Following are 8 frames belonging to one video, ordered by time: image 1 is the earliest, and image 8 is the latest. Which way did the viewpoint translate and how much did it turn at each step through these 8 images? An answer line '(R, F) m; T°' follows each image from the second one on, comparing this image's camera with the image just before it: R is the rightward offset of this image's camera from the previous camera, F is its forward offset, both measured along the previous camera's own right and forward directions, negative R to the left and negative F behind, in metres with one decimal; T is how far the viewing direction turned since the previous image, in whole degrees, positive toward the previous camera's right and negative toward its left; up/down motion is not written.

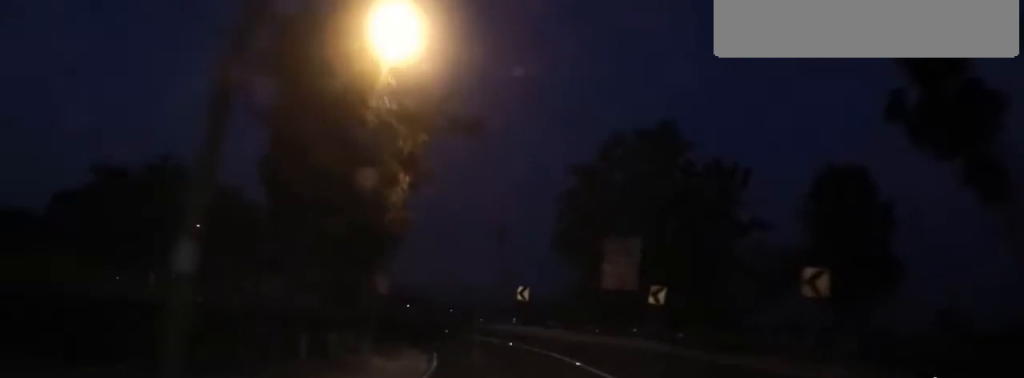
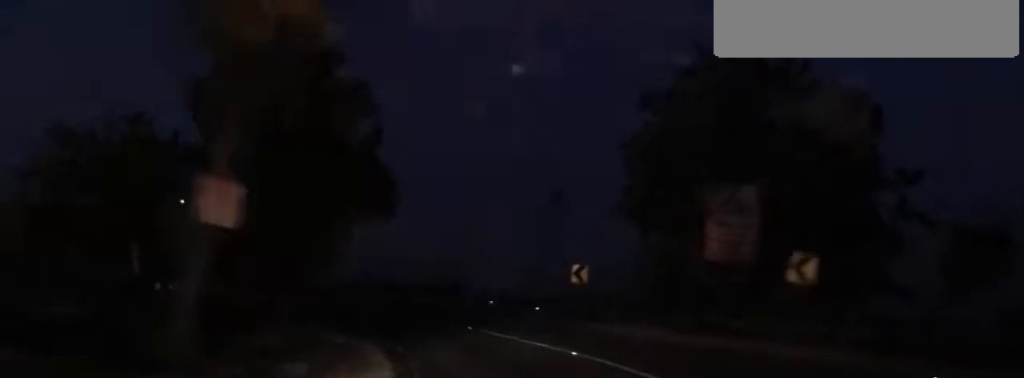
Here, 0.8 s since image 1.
(-1.1, +8.3) m; -8°
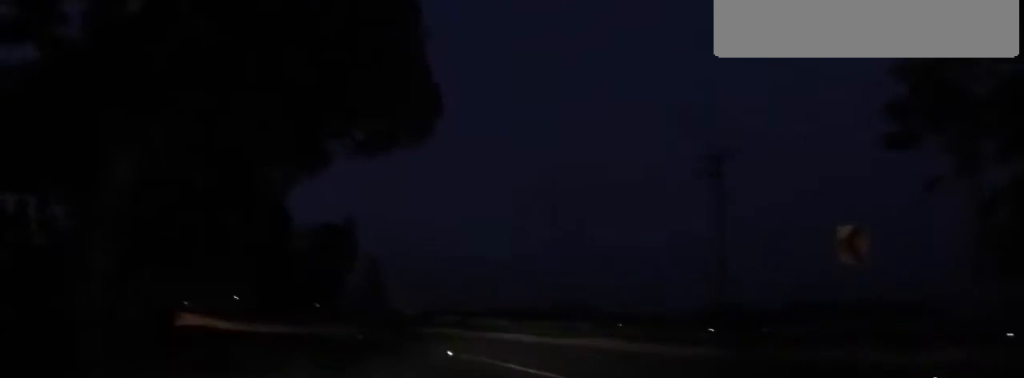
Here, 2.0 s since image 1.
(-0.3, +11.4) m; -9°
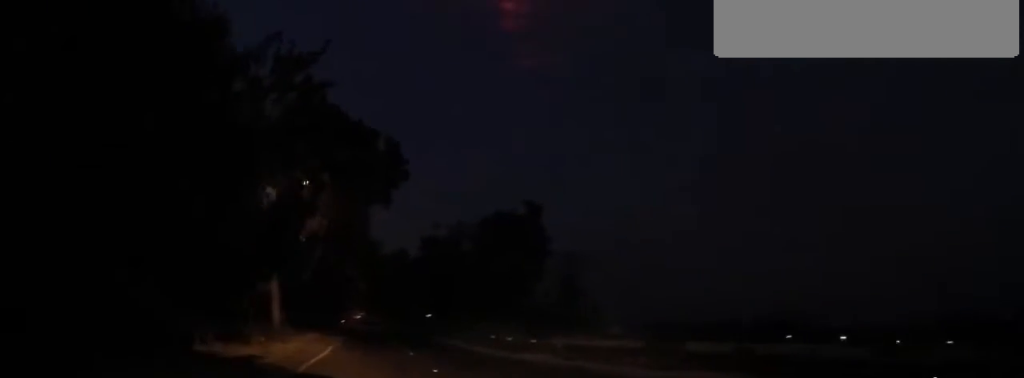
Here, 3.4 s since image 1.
(-3.1, +11.9) m; -27°
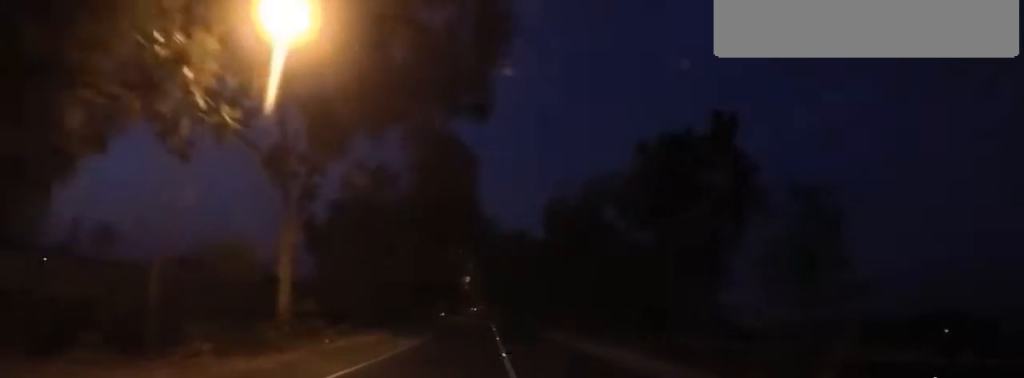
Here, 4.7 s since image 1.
(-1.1, +13.5) m; -9°
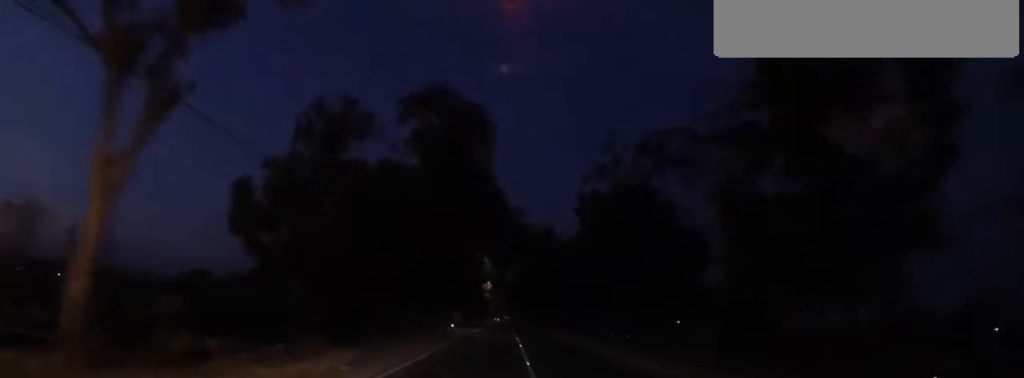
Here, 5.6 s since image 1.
(-0.6, +9.7) m; -3°
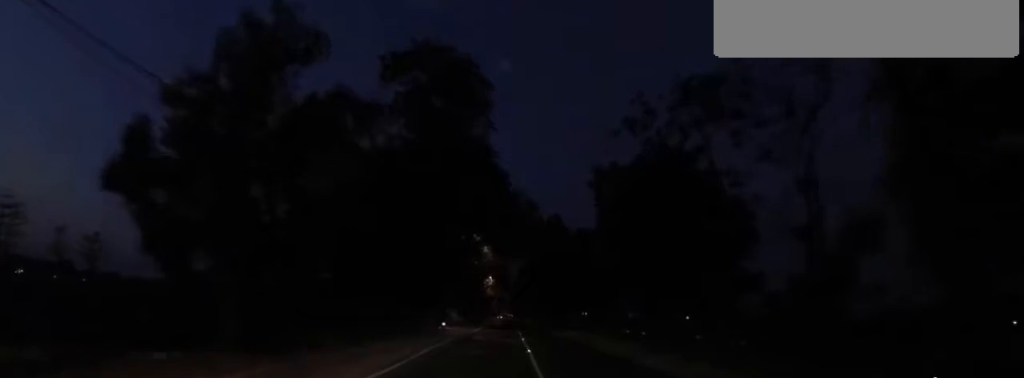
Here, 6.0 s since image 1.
(0.0, +6.0) m; +1°
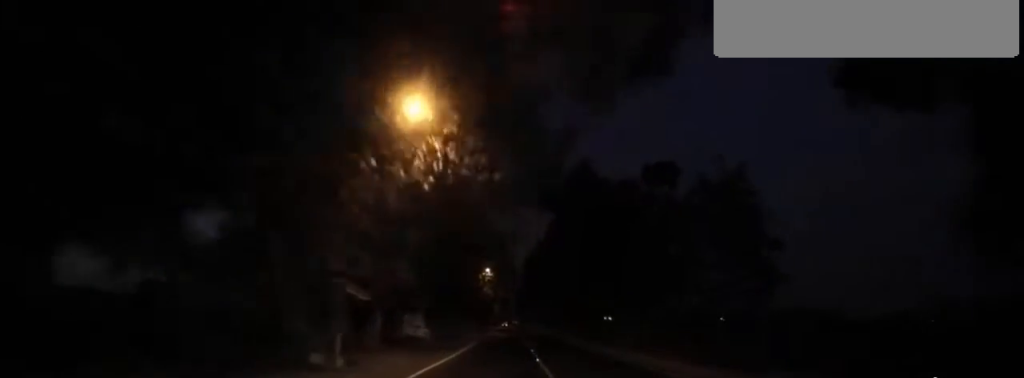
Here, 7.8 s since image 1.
(+1.0, +24.7) m; 0°
